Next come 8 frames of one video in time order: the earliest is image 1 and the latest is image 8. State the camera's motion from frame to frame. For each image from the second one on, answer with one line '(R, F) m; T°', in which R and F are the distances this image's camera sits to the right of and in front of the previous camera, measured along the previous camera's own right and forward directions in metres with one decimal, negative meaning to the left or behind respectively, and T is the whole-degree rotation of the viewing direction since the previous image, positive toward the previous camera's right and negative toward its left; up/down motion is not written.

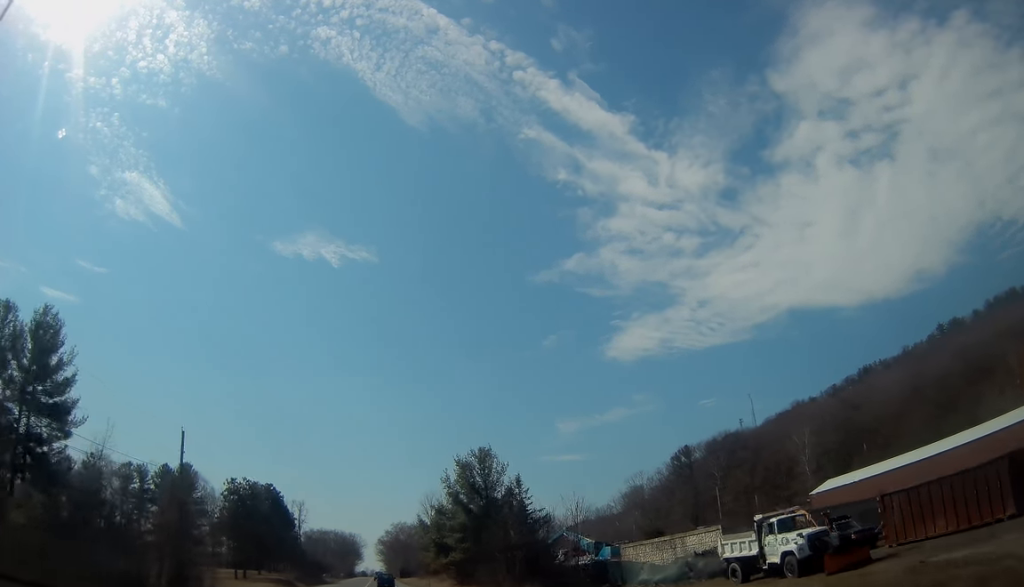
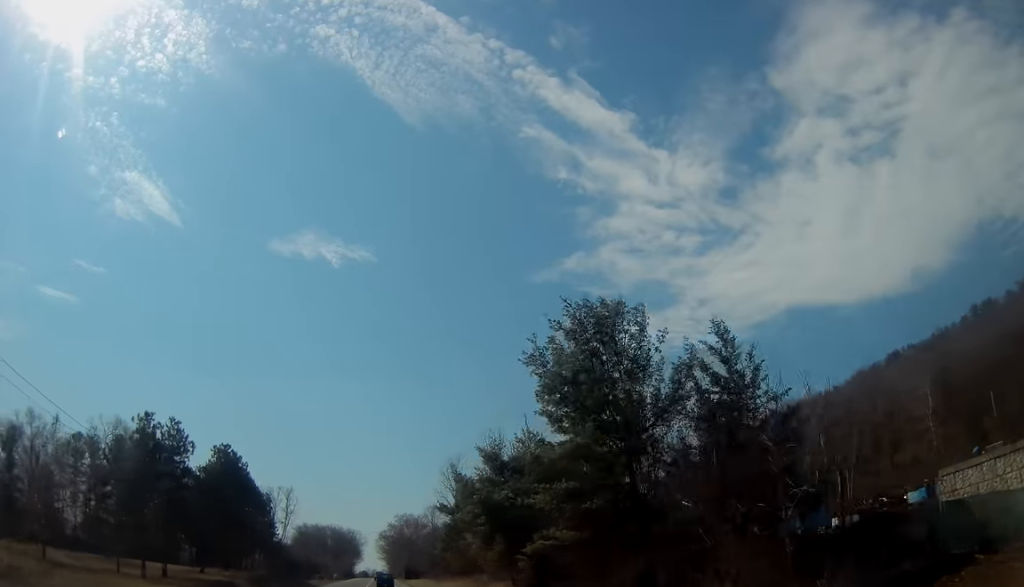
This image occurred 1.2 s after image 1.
(+0.2, +29.7) m; +1°
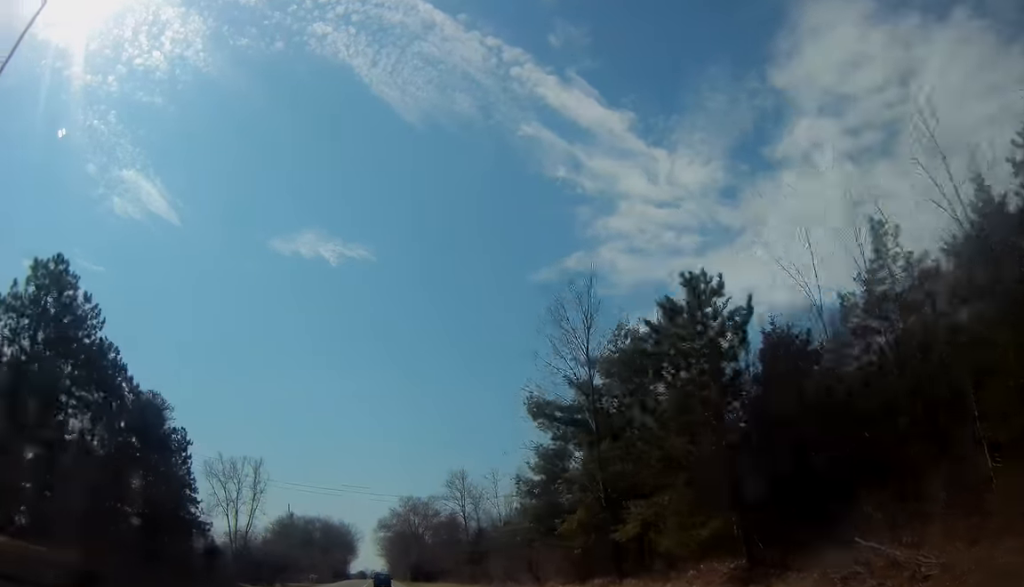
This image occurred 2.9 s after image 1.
(-0.3, +41.8) m; 0°
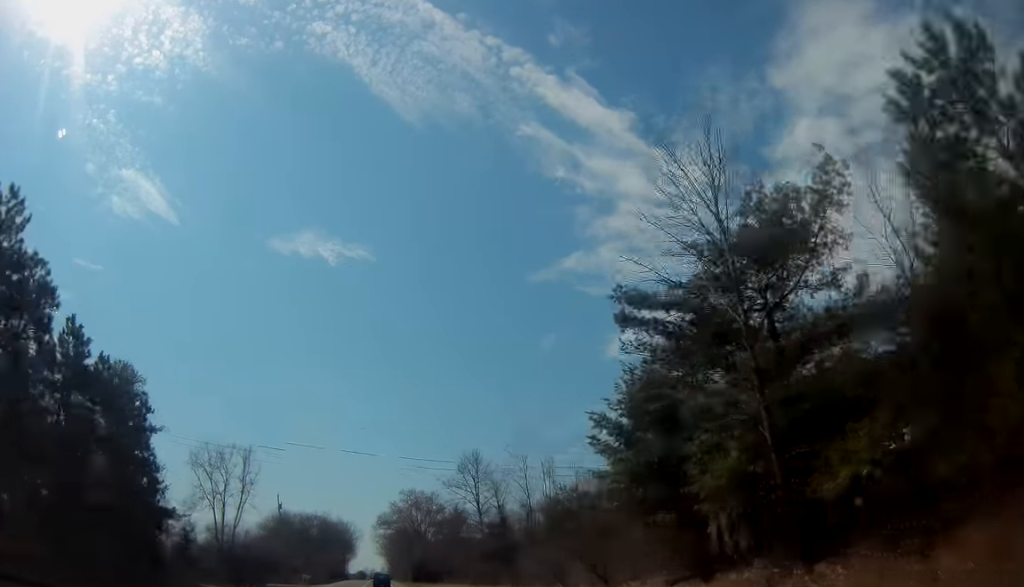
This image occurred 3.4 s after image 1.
(-0.1, +10.2) m; 0°
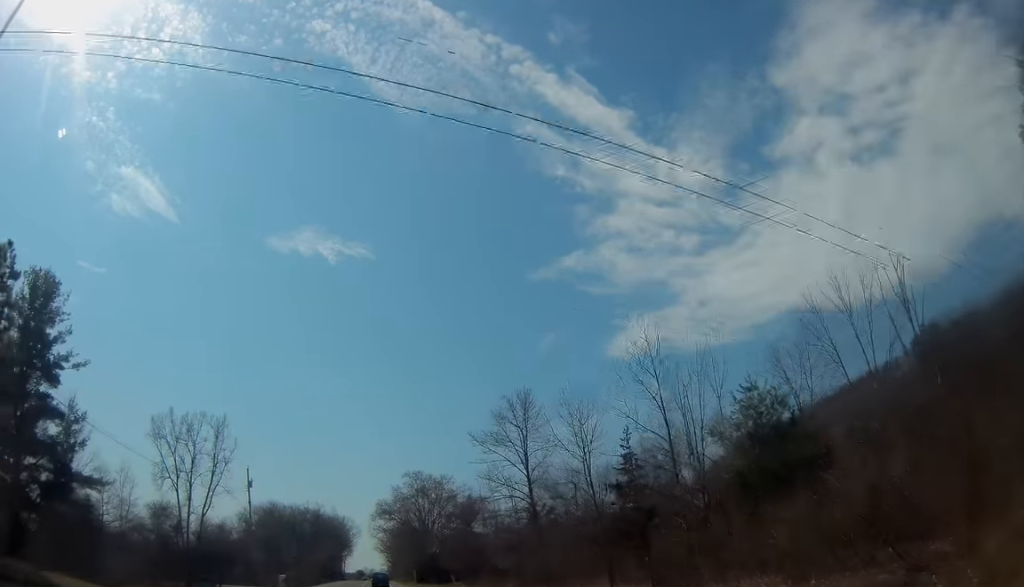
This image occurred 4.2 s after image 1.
(+0.3, +20.3) m; 0°
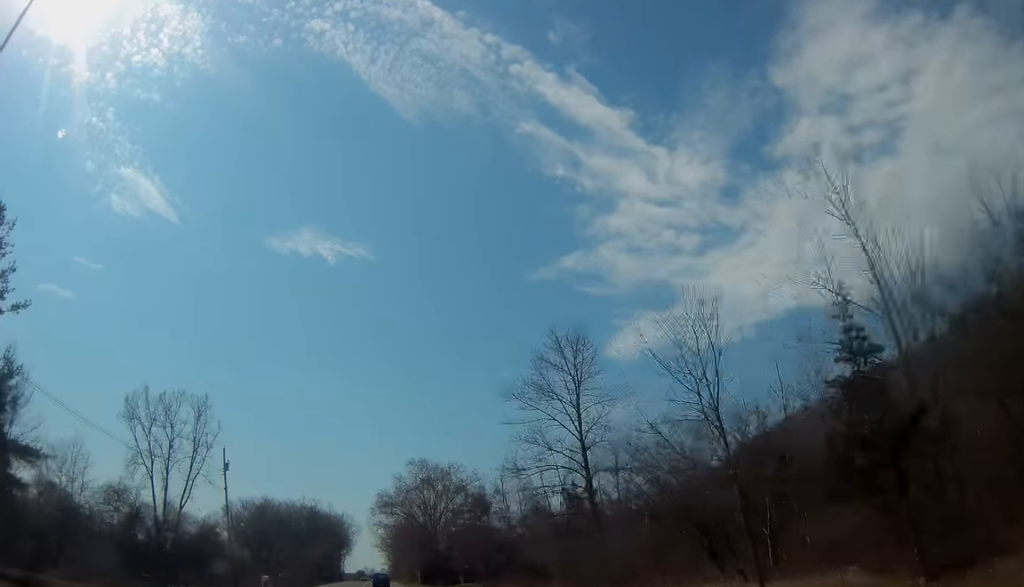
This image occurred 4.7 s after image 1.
(-0.1, +10.9) m; 0°
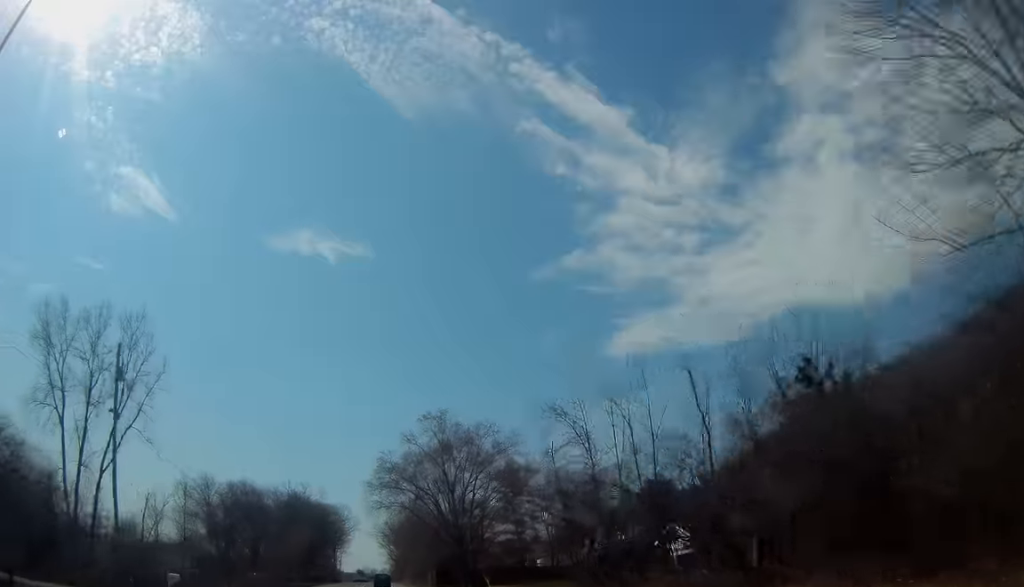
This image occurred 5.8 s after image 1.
(-0.1, +25.4) m; 0°
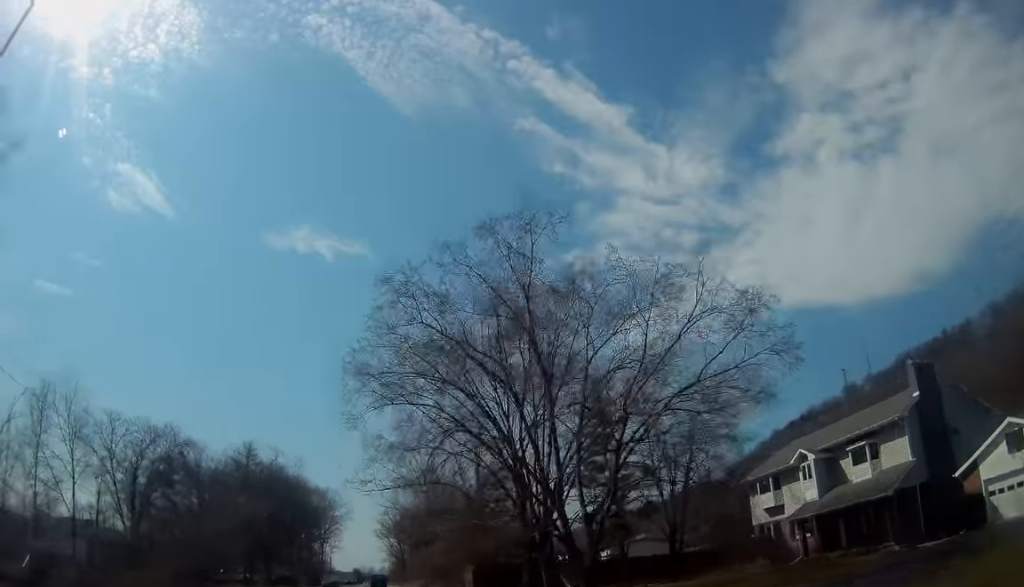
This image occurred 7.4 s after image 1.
(0.0, +35.5) m; -1°
